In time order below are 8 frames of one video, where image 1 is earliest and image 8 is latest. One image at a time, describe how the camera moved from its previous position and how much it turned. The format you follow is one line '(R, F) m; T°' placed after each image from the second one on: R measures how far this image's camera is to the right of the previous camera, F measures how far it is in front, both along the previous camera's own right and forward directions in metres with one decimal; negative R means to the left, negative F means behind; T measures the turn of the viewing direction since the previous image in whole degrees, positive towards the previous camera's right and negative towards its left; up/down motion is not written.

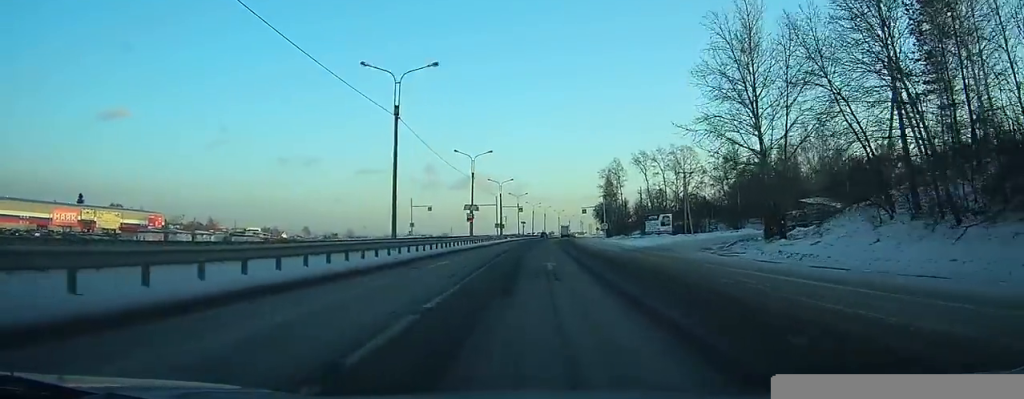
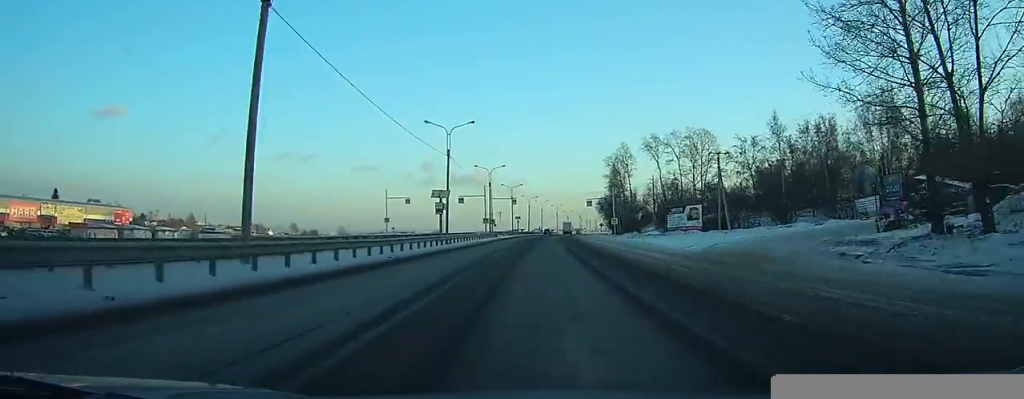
(0.0, +18.1) m; +1°
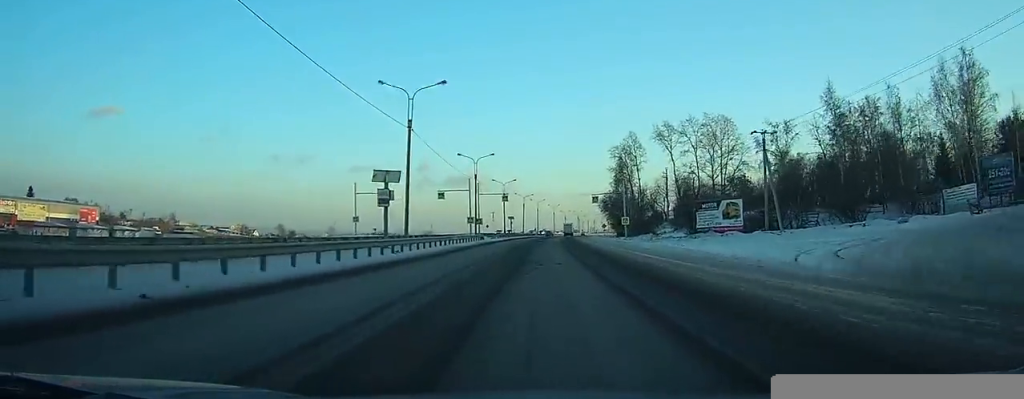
(+0.3, +15.8) m; +1°
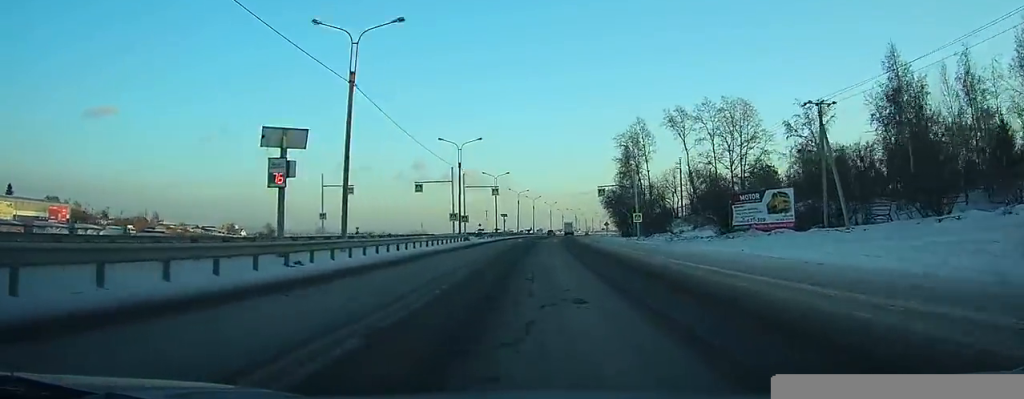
(+0.1, +12.3) m; 0°
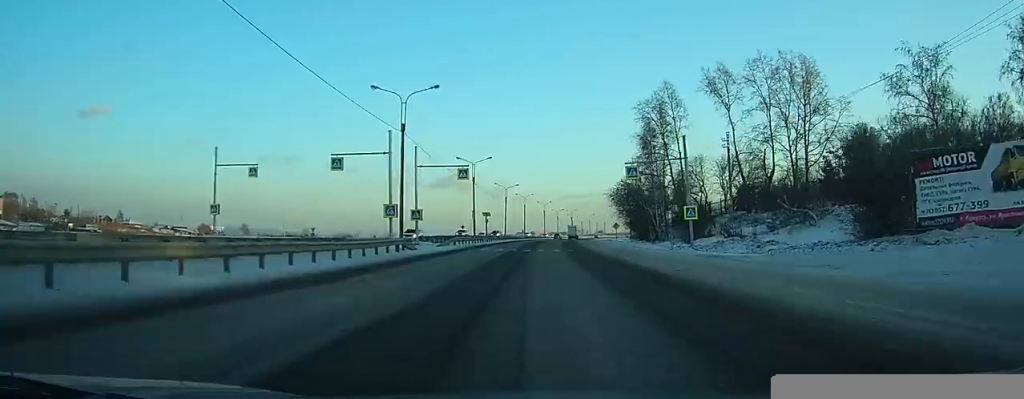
(0.0, +25.0) m; 0°
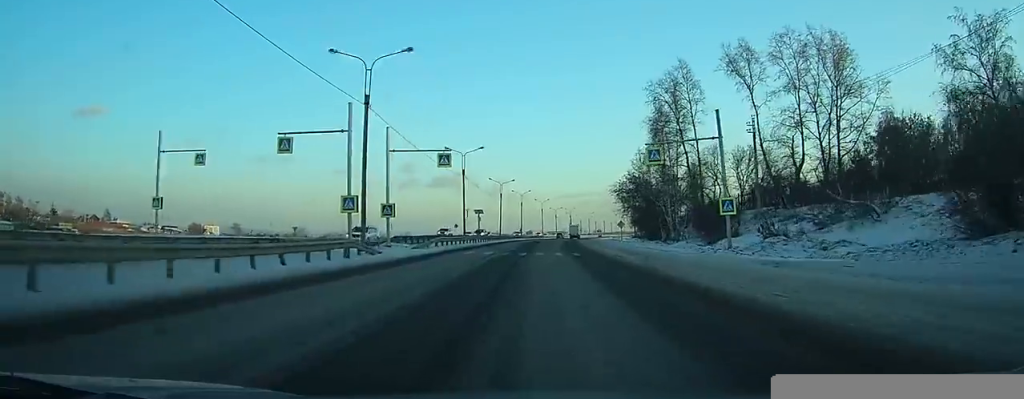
(0.0, +8.2) m; 0°
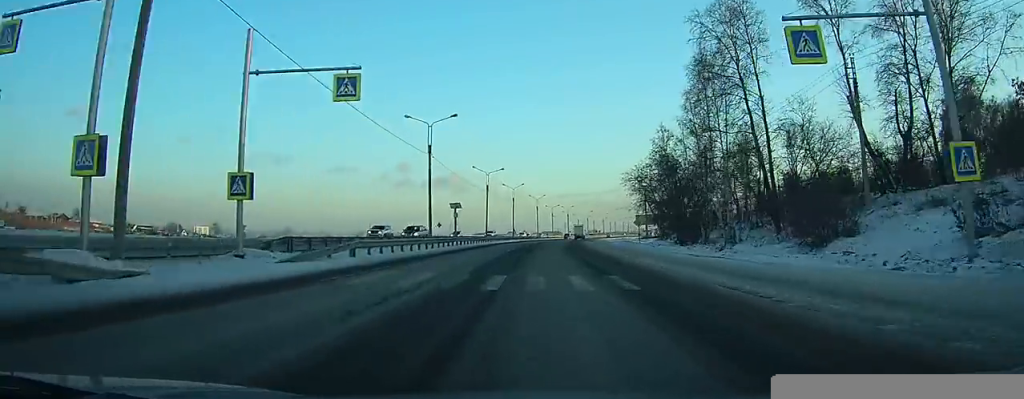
(+0.1, +18.9) m; +1°
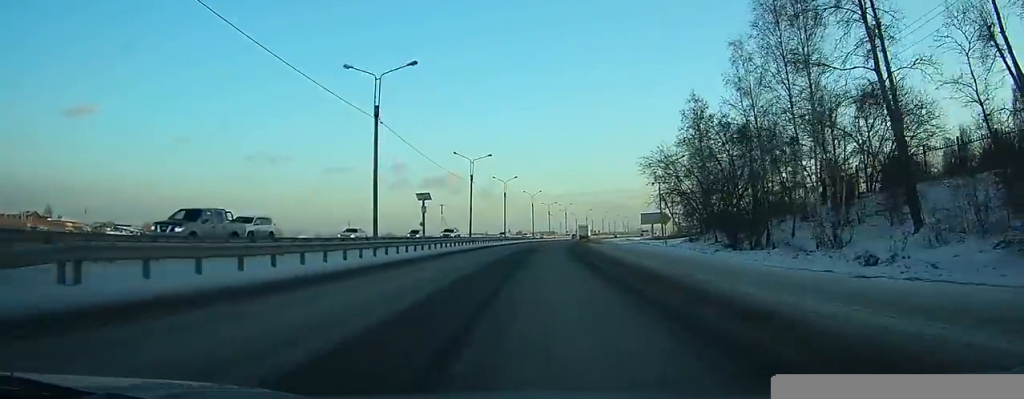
(+0.1, +15.7) m; 0°
